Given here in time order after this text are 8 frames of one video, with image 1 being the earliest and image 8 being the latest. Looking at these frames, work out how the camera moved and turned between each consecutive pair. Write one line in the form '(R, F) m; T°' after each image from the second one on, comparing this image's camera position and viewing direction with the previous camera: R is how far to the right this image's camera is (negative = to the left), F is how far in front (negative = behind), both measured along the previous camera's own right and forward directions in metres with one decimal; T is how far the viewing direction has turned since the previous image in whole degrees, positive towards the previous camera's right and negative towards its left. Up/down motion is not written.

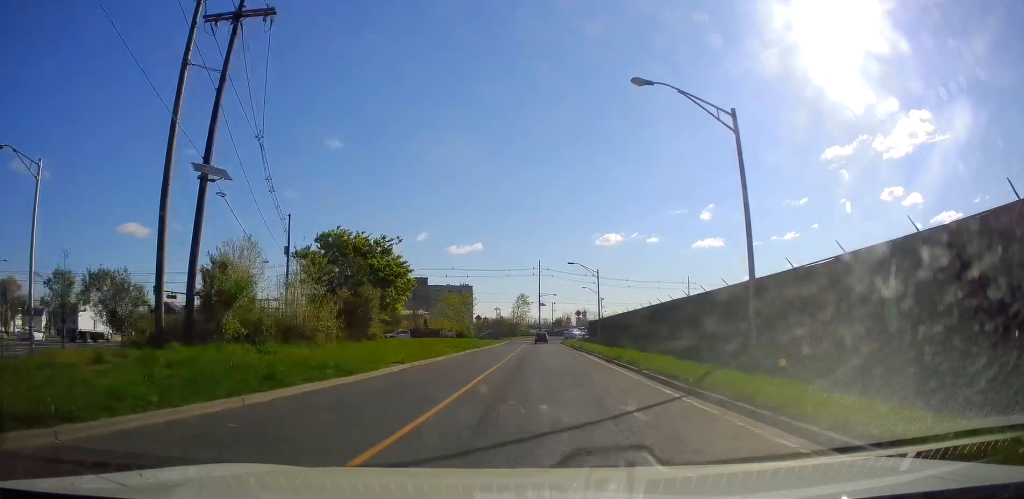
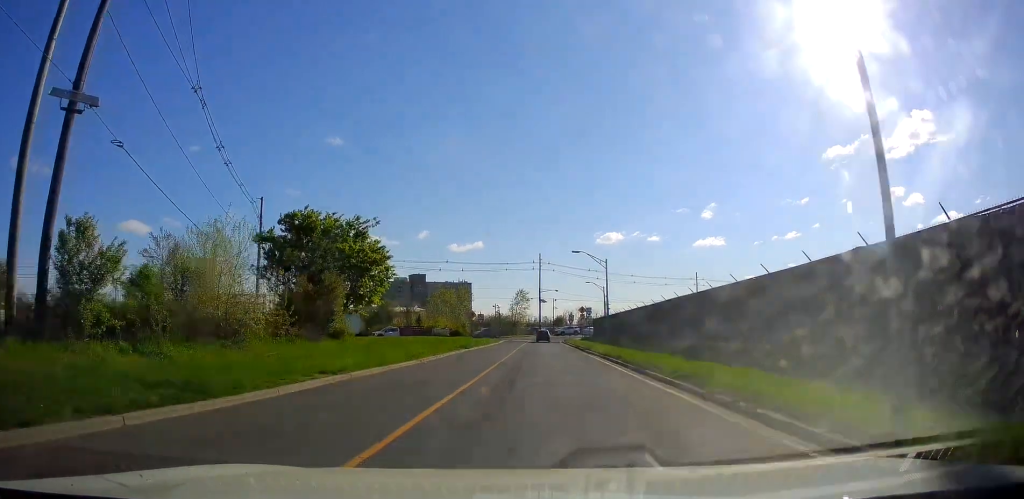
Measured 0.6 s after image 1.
(-0.1, +7.6) m; -1°
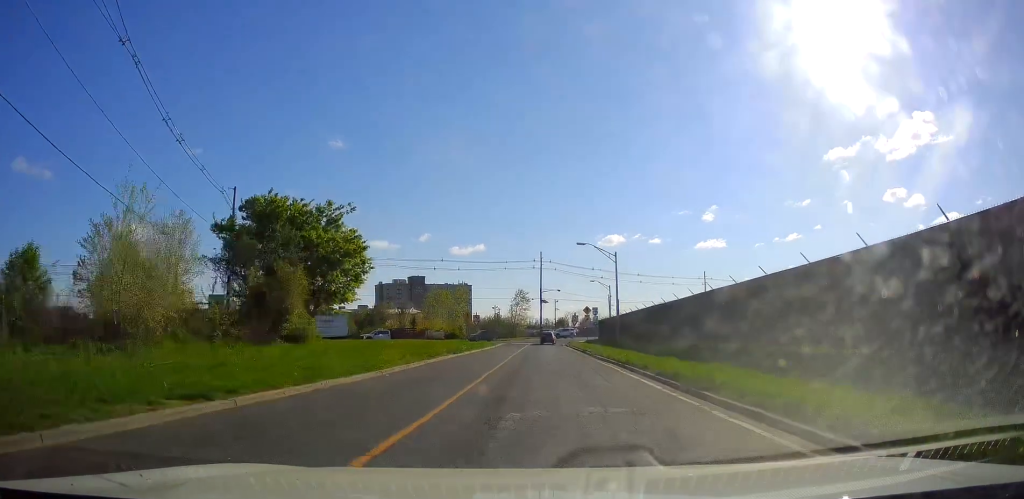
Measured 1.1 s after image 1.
(-0.2, +6.0) m; -1°
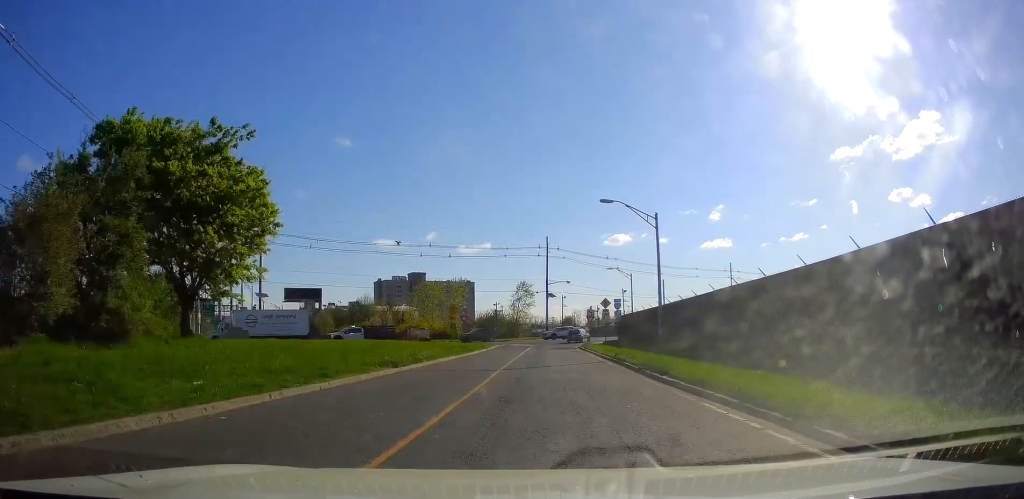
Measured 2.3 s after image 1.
(-0.1, +14.4) m; -1°
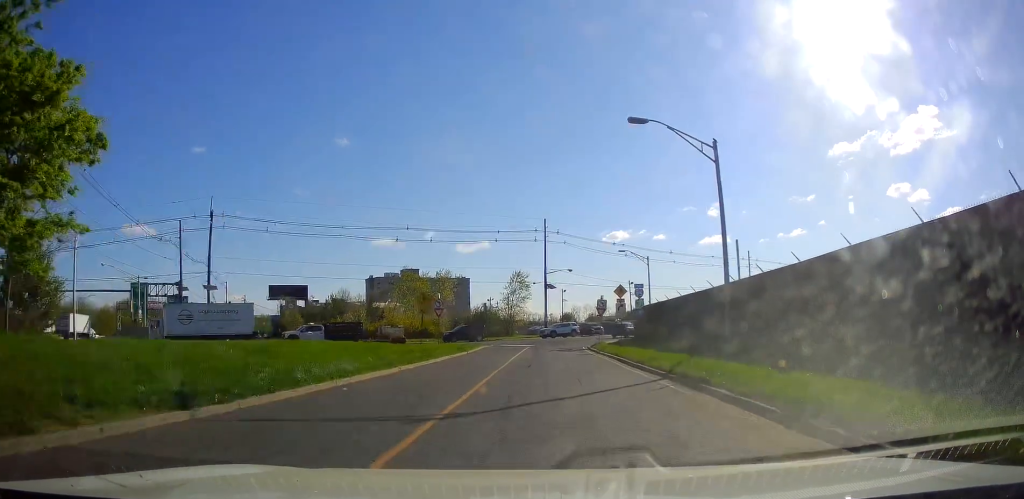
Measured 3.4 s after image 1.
(-0.2, +12.0) m; 0°
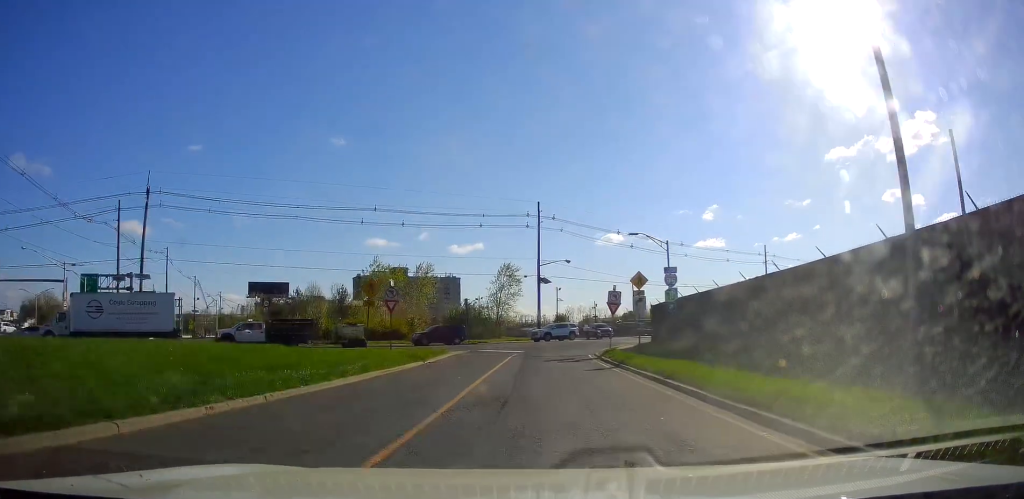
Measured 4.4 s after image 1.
(+0.3, +11.0) m; 0°
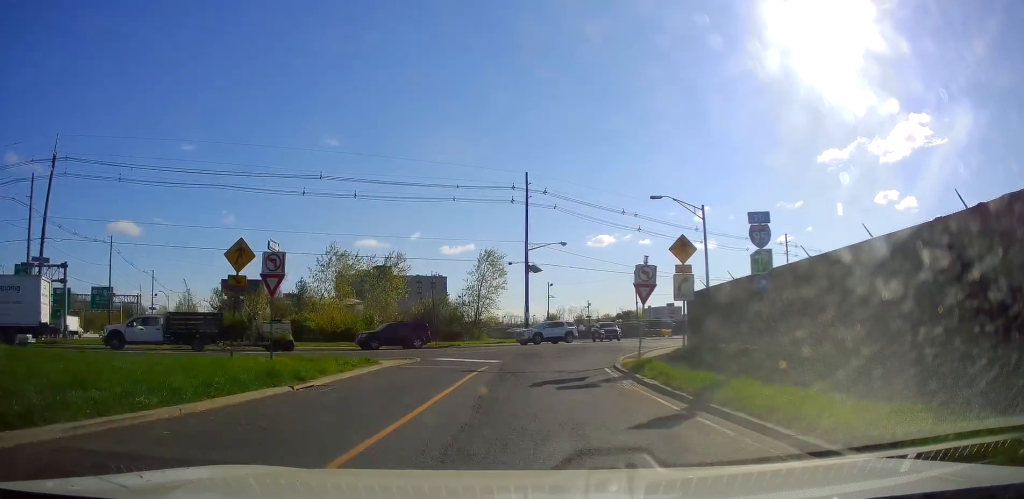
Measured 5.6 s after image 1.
(-0.3, +12.6) m; 0°
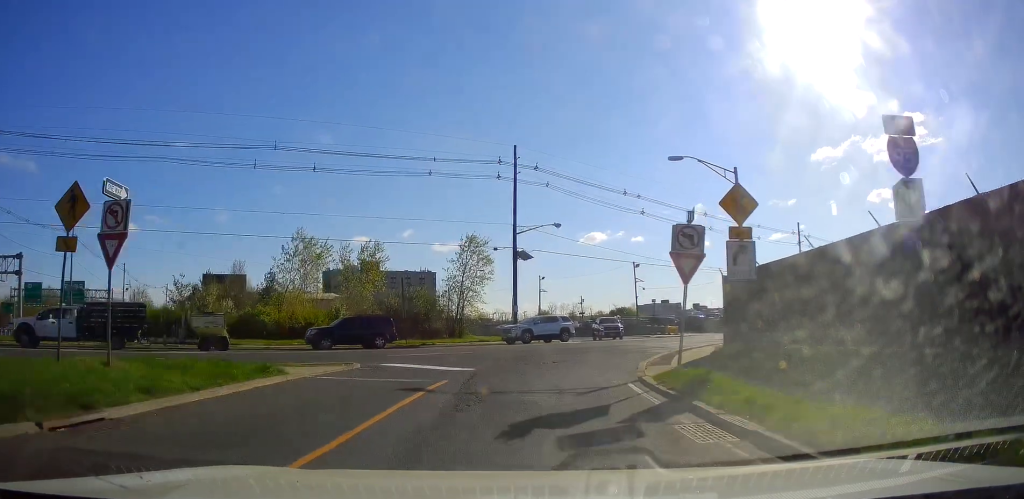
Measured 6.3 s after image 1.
(-0.1, +7.2) m; +3°
